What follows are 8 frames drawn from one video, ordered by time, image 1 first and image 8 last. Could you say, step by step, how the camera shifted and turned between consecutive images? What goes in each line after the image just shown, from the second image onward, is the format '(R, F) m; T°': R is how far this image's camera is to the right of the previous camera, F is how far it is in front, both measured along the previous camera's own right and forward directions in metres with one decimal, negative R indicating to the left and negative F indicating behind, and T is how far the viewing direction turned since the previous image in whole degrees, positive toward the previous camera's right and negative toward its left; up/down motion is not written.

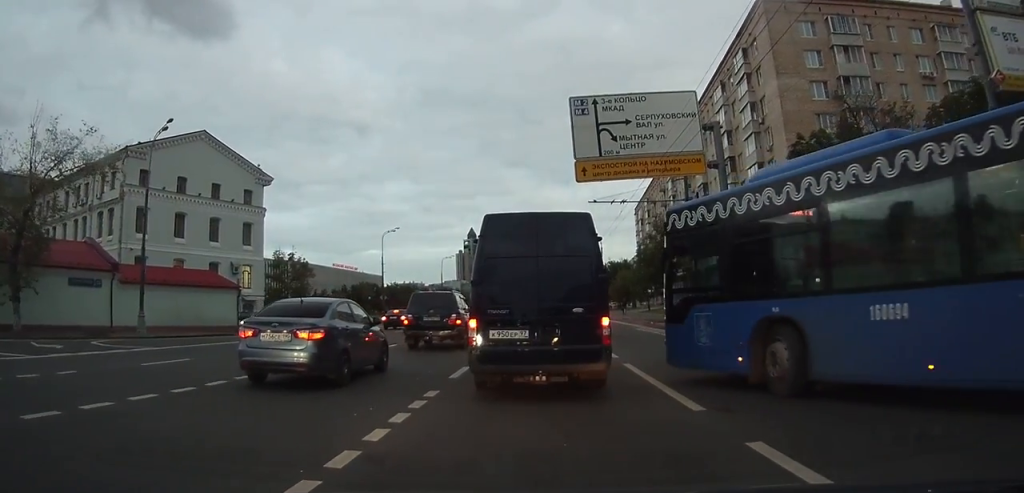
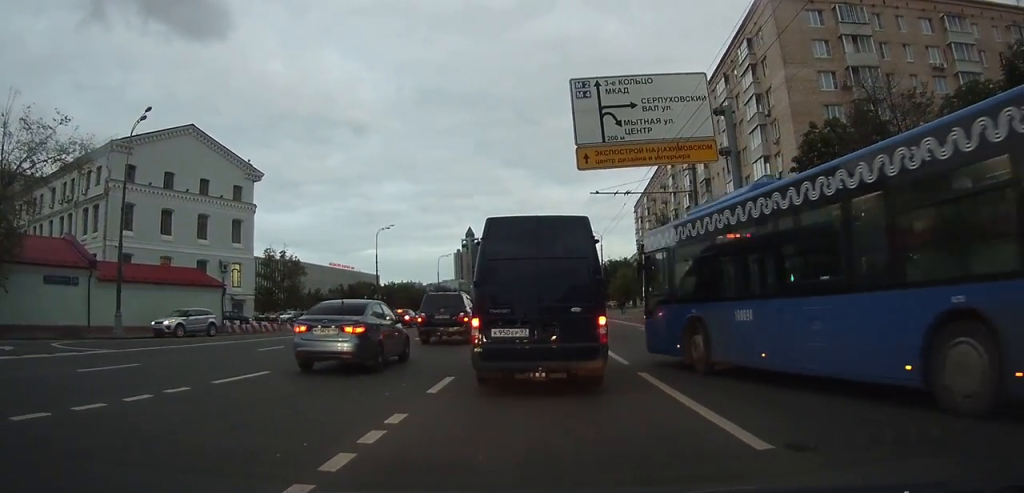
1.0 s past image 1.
(+0.1, +2.5) m; +4°
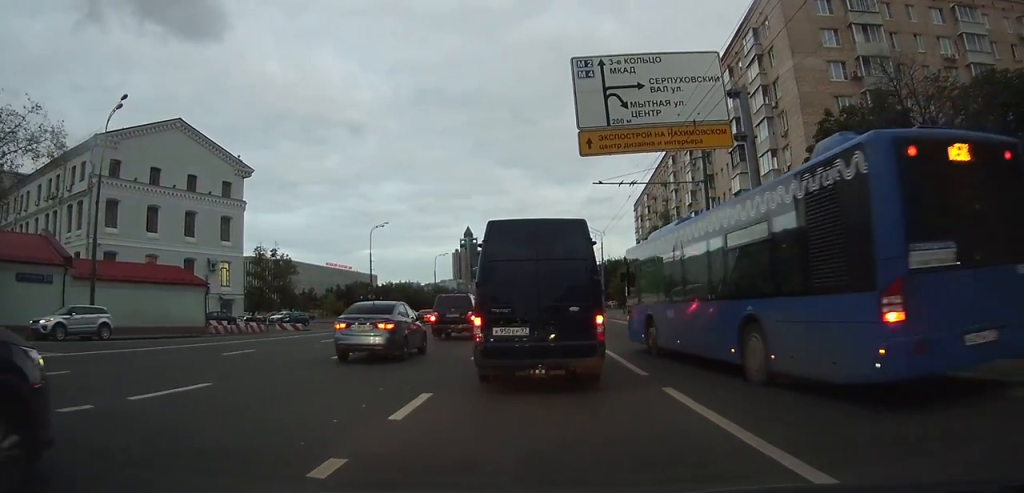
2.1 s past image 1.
(+0.1, +2.6) m; +4°
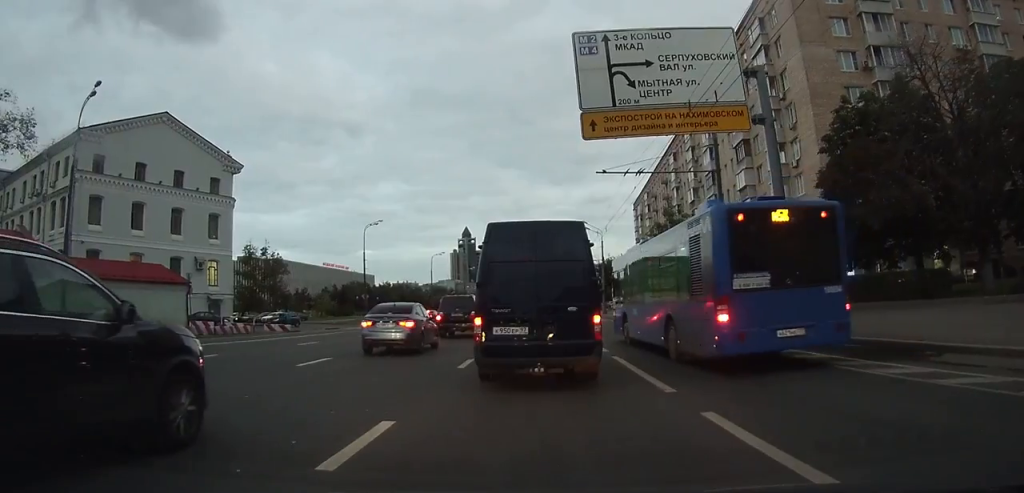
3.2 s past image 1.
(+0.1, +2.6) m; +3°
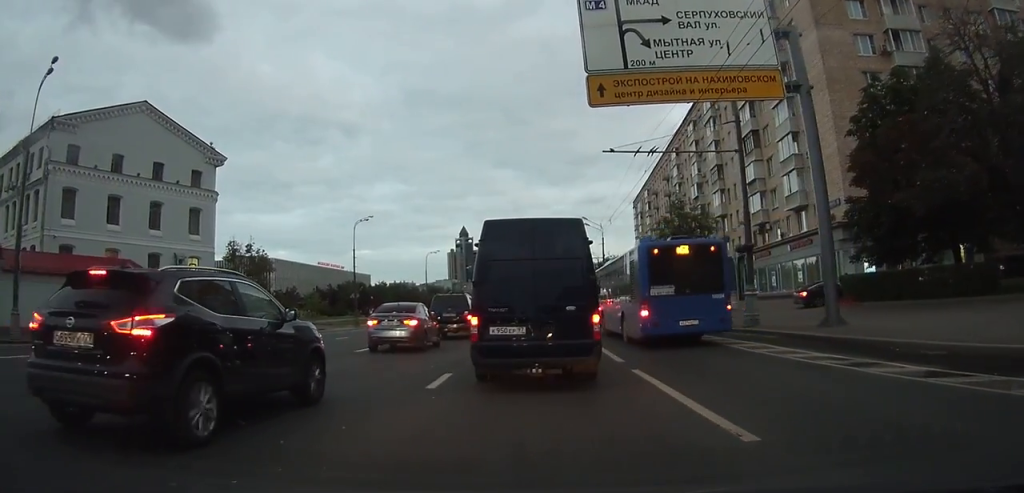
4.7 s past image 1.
(0.0, +3.6) m; -2°
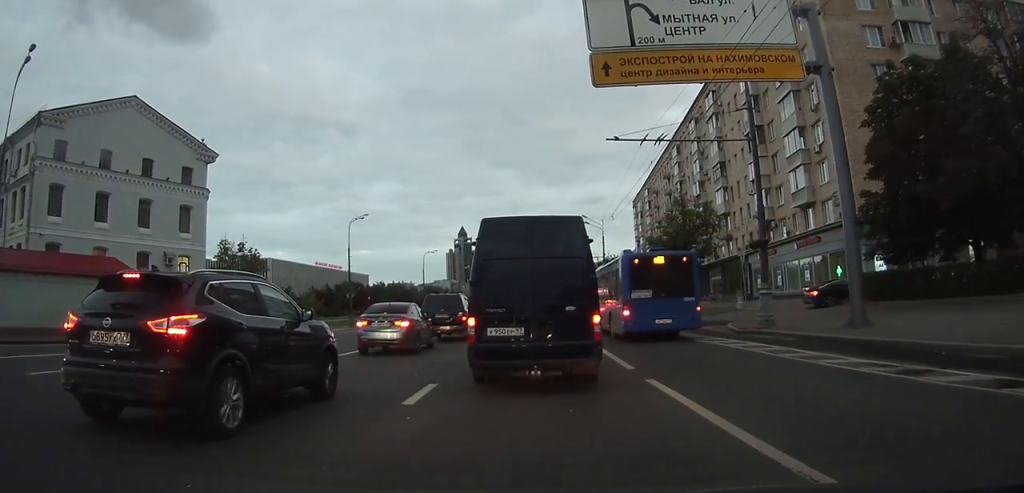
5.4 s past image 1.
(0.0, +1.6) m; 0°
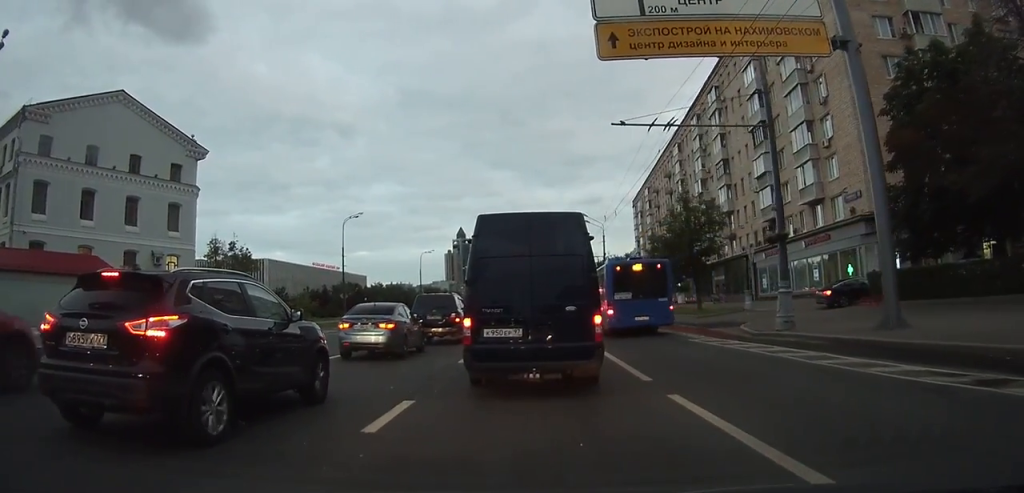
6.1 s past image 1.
(0.0, +1.7) m; +3°
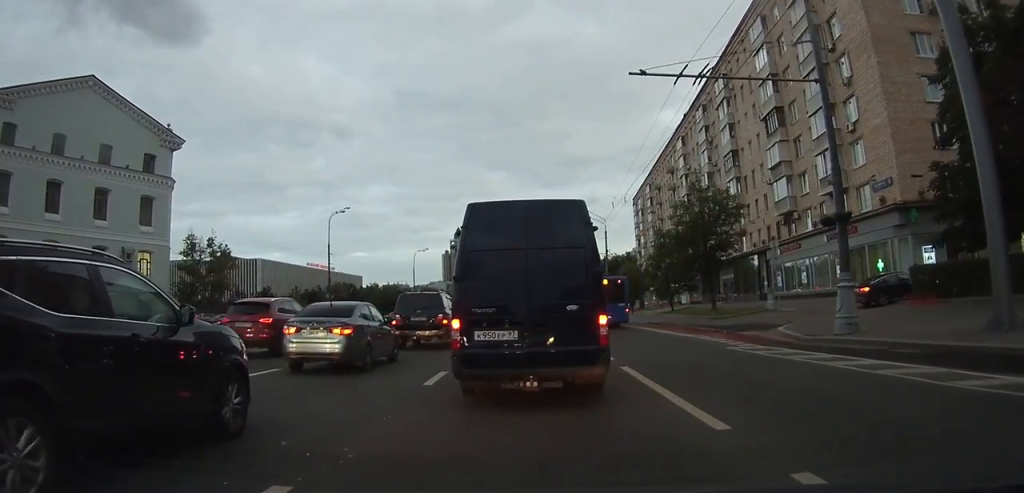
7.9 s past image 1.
(+0.1, +3.6) m; +2°
